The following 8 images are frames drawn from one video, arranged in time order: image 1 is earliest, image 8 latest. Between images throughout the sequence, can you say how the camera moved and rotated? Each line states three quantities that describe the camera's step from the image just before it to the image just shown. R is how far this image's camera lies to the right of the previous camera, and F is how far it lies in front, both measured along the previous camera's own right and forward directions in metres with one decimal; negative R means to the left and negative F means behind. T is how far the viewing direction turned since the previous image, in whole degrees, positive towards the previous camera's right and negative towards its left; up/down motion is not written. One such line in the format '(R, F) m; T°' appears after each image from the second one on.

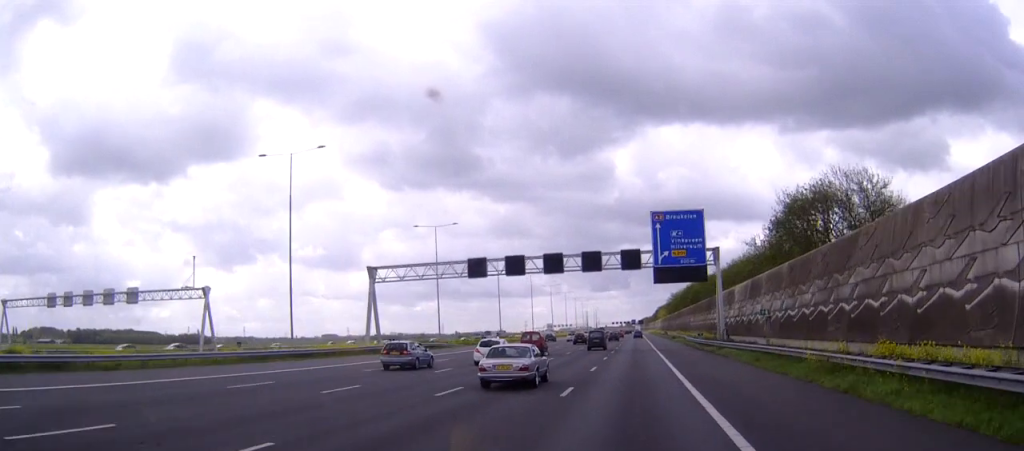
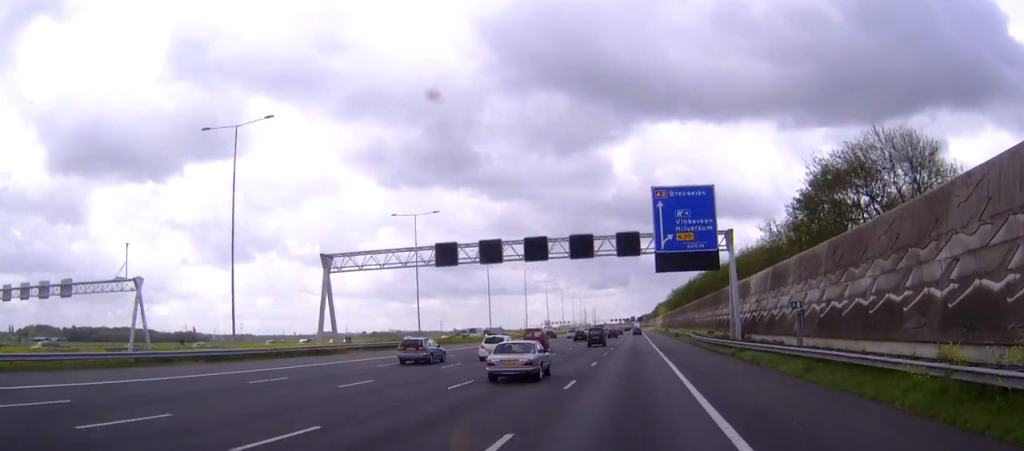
(0.0, +10.8) m; 0°
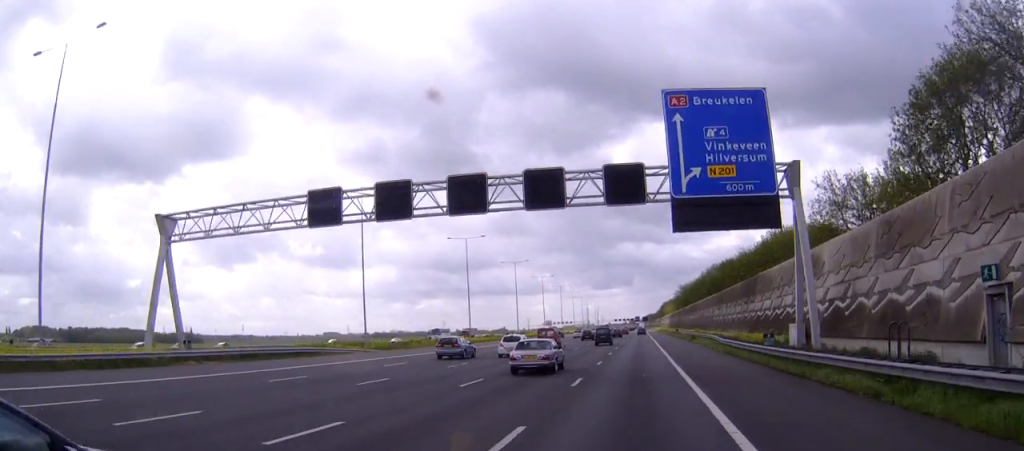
(-0.1, +23.9) m; 0°
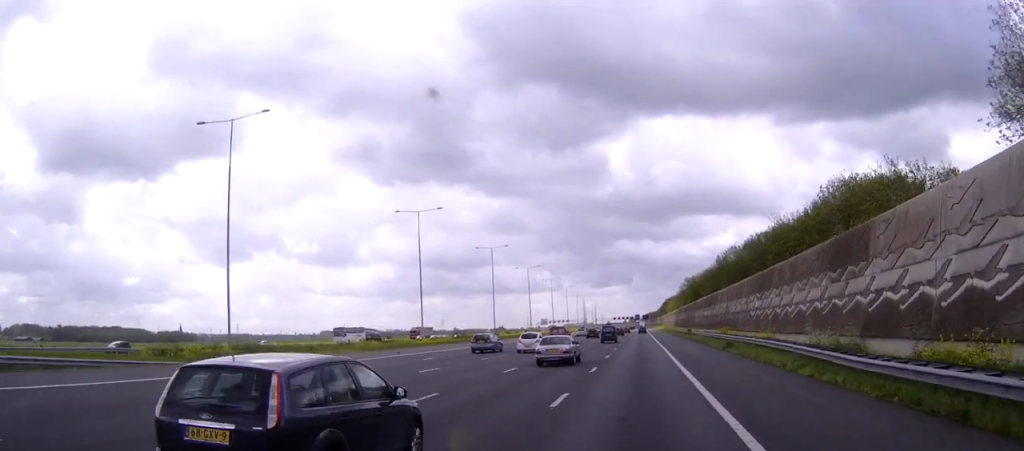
(+0.1, +31.0) m; 0°
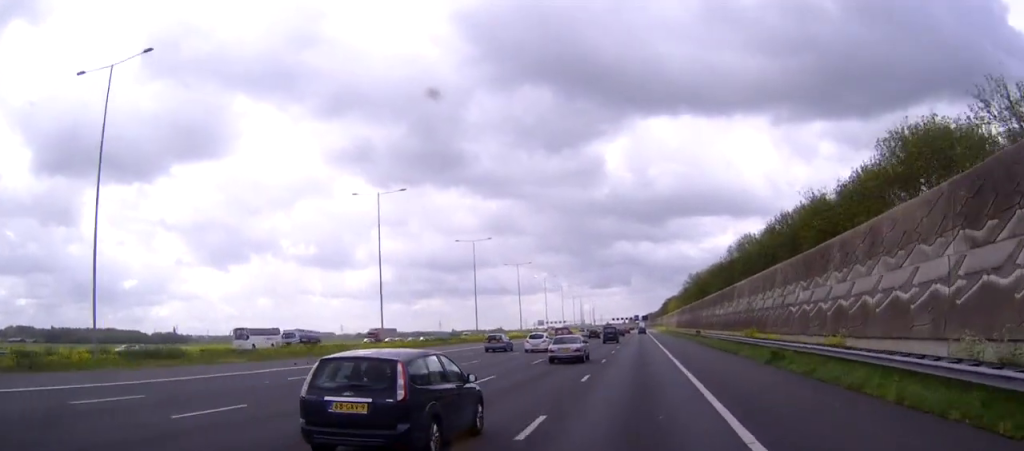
(0.0, +17.1) m; 0°
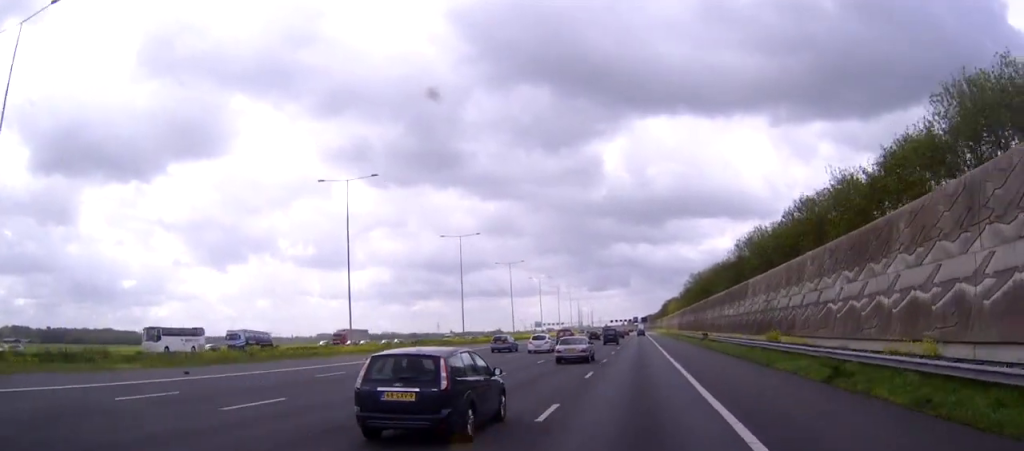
(0.0, +10.1) m; 0°
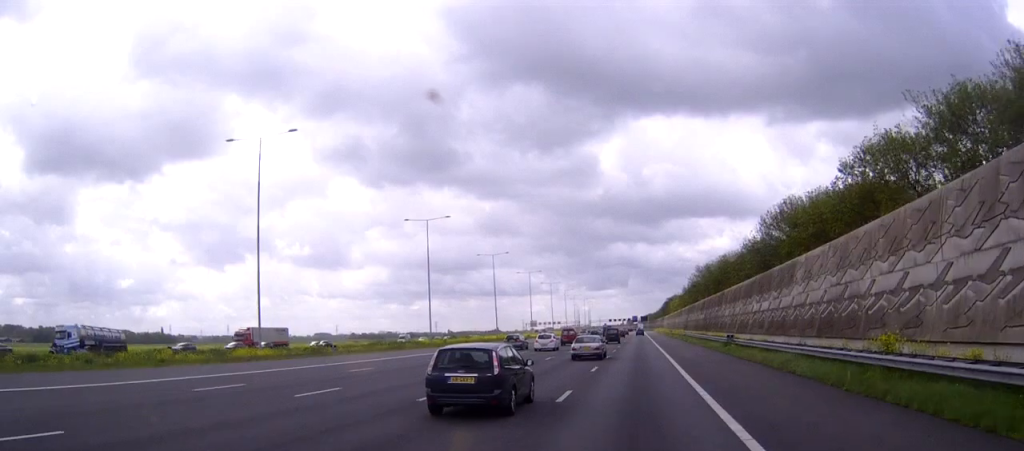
(0.0, +20.8) m; 0°
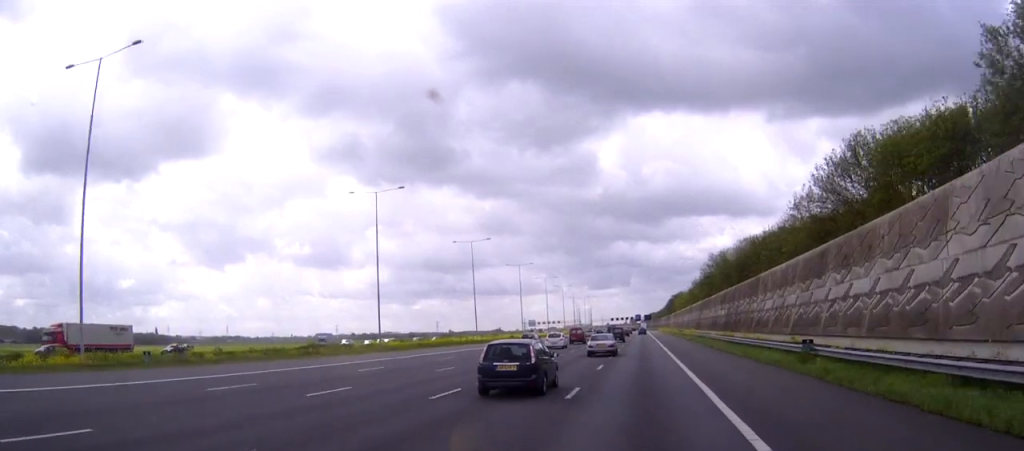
(0.0, +23.9) m; 0°
